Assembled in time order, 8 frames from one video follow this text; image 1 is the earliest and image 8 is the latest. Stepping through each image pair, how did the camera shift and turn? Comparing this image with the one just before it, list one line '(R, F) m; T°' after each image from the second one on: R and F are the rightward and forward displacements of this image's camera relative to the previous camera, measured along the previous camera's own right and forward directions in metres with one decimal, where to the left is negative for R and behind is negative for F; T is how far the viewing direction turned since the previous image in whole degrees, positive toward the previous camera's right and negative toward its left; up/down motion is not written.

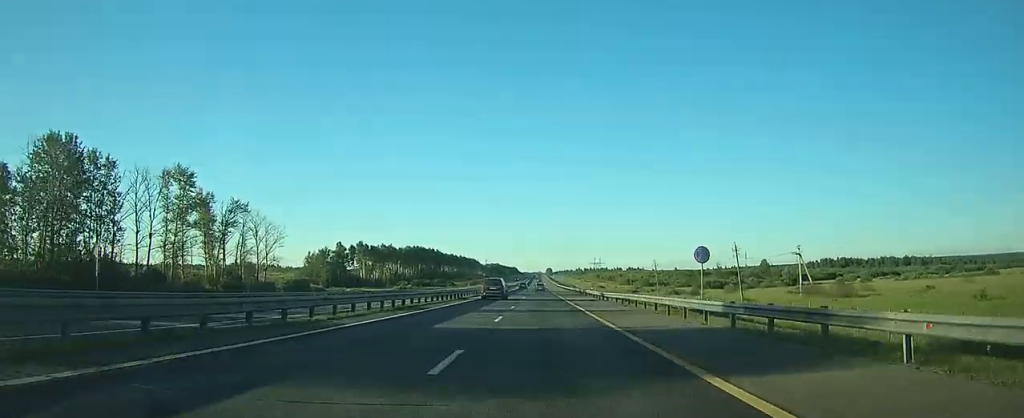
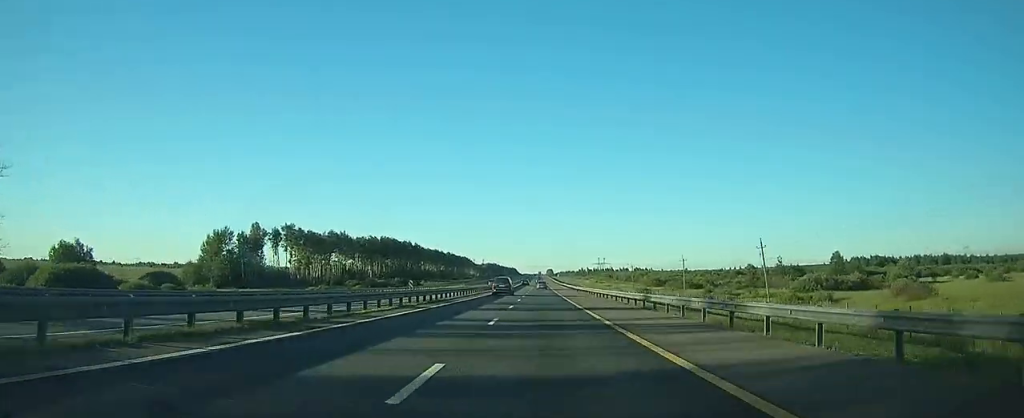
(-0.1, +74.1) m; 0°
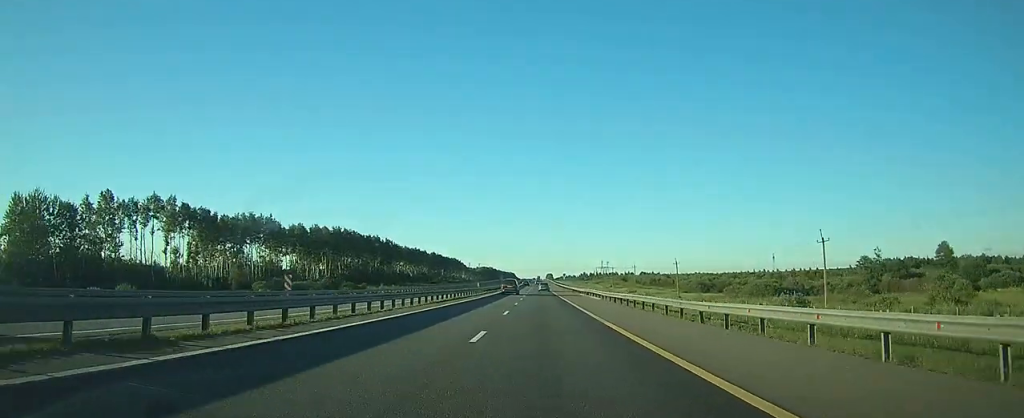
(-0.1, +65.4) m; 0°
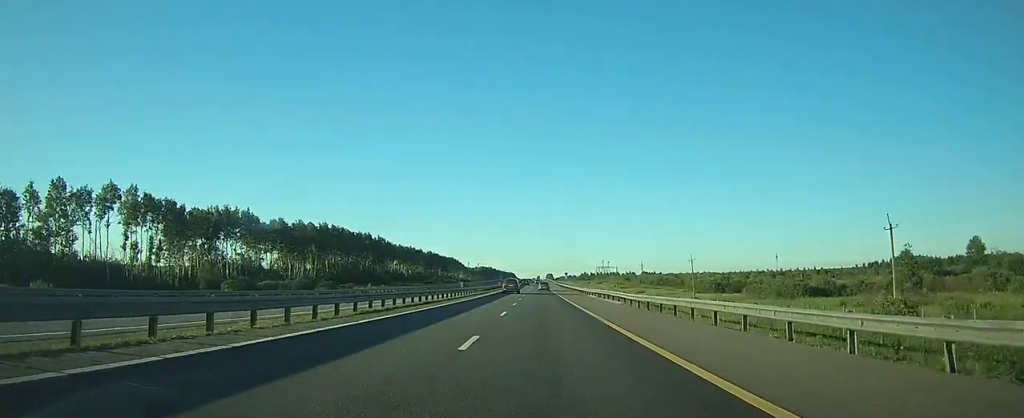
(0.0, +13.8) m; 0°
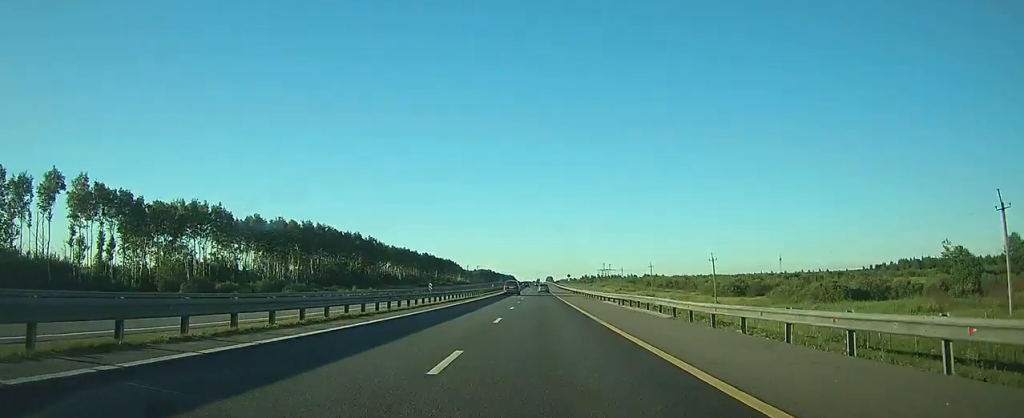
(0.0, +15.0) m; 0°
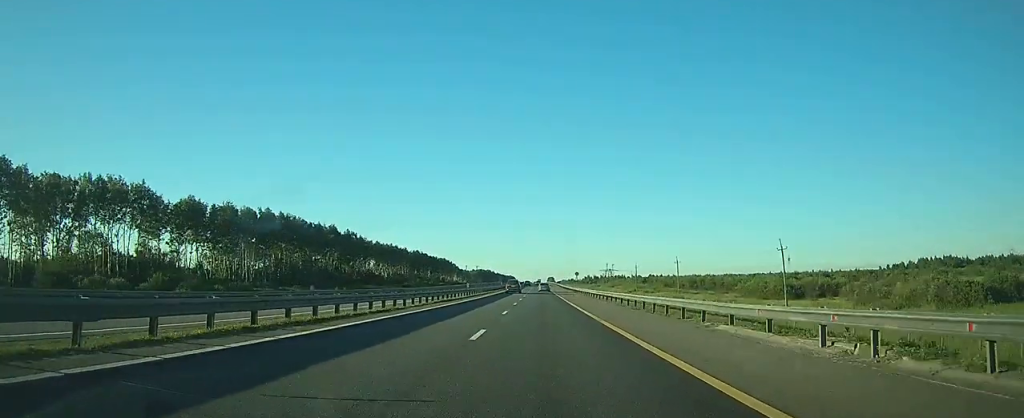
(0.0, +31.1) m; 0°
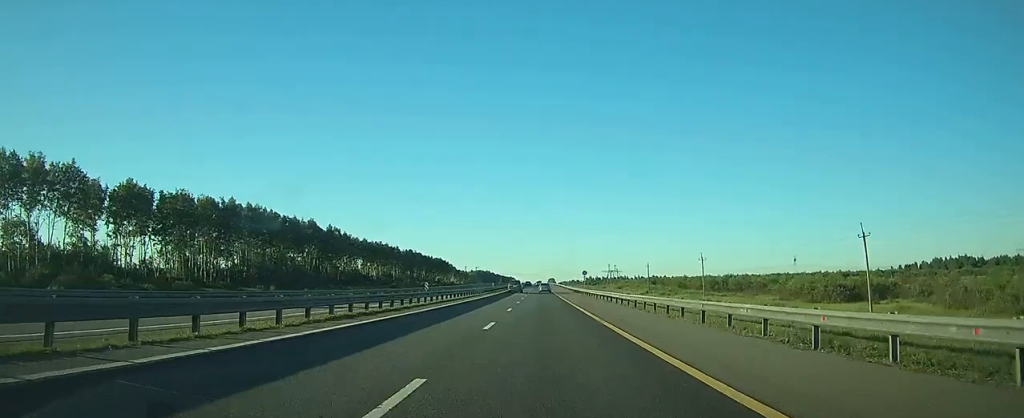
(0.0, +20.7) m; 0°
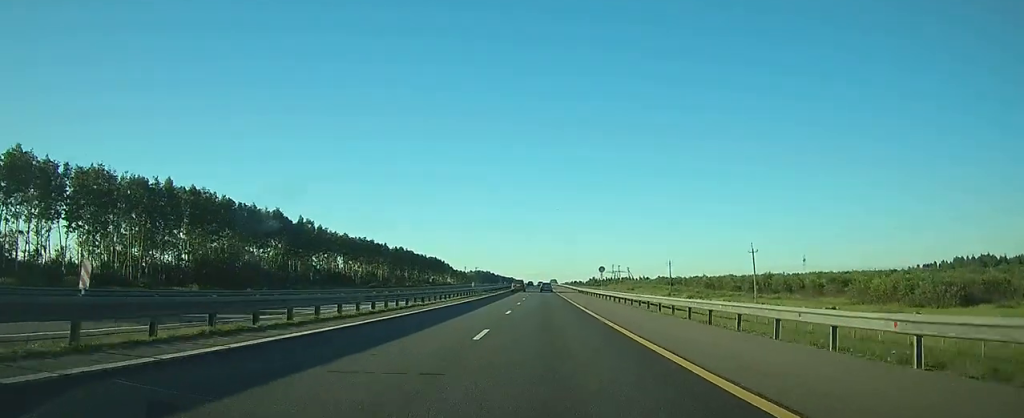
(0.0, +27.6) m; 0°
